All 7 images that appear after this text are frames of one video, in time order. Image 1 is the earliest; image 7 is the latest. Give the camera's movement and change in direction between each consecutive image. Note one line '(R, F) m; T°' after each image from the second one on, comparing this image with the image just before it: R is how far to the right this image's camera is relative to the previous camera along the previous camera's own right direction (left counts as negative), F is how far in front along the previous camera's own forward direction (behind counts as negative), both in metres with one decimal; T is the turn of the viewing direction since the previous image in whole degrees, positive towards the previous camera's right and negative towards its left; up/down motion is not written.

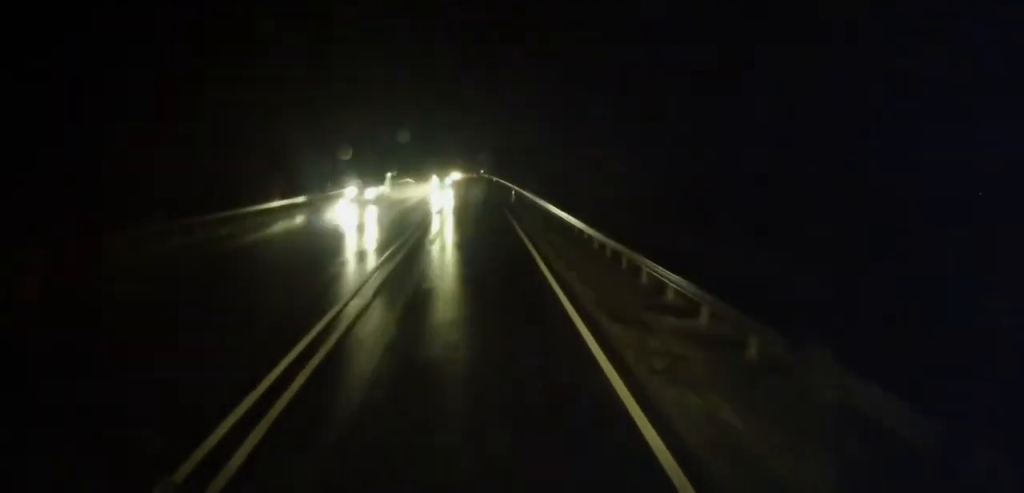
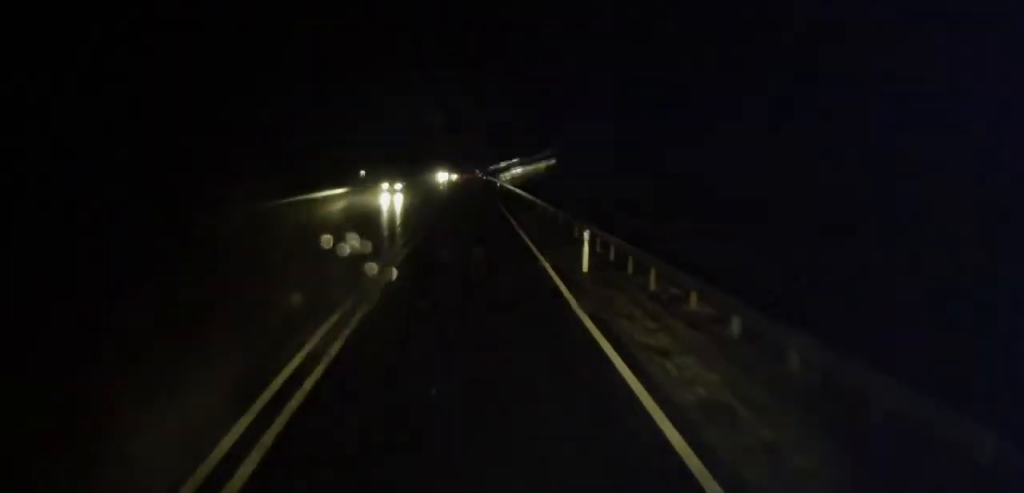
(-0.4, +28.1) m; -1°
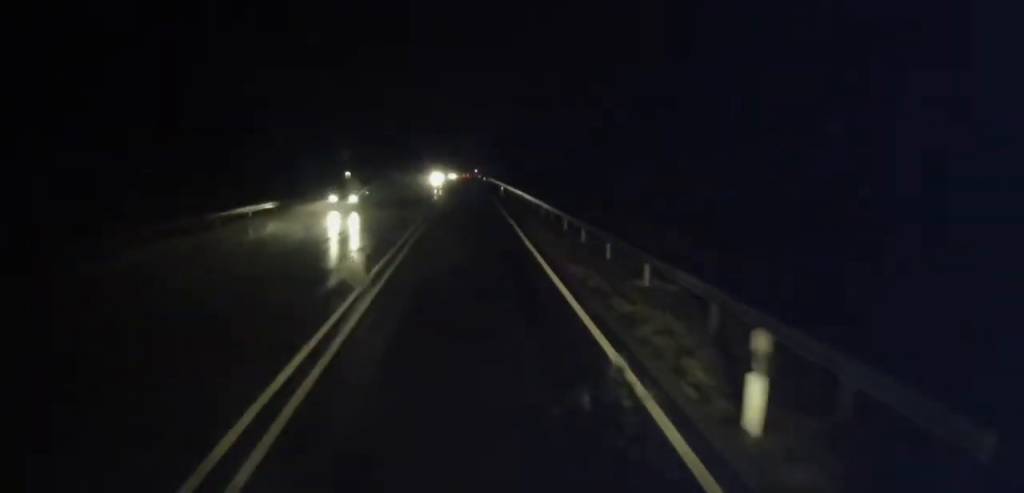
(0.0, +9.4) m; 0°
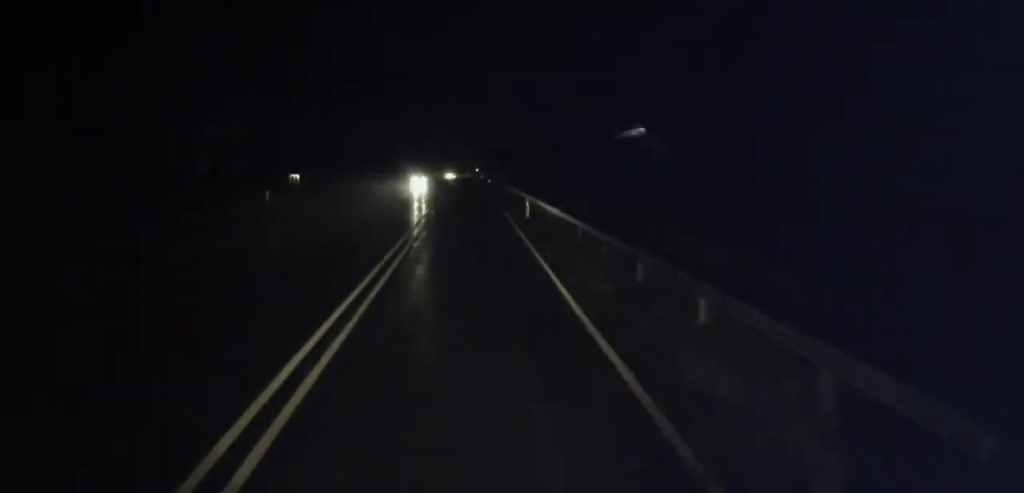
(+0.1, +23.2) m; 0°
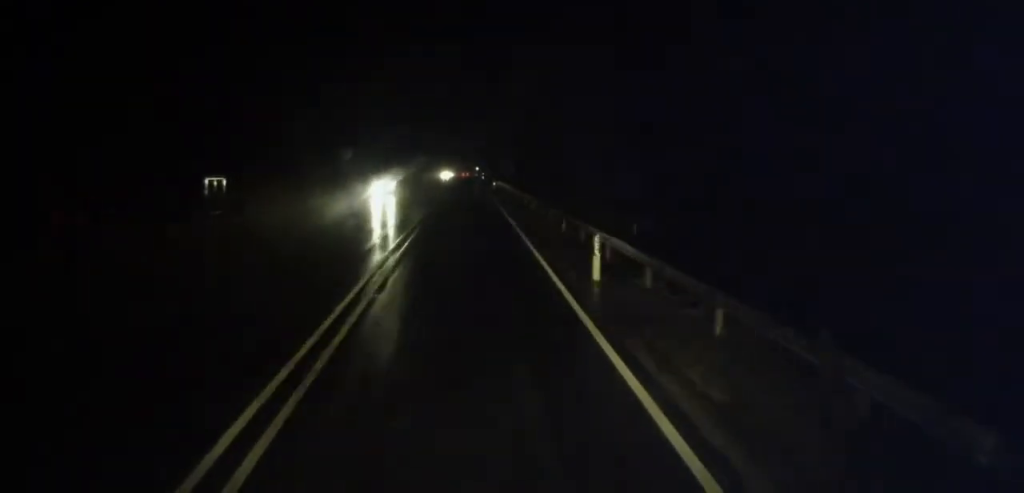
(0.0, +16.6) m; +1°
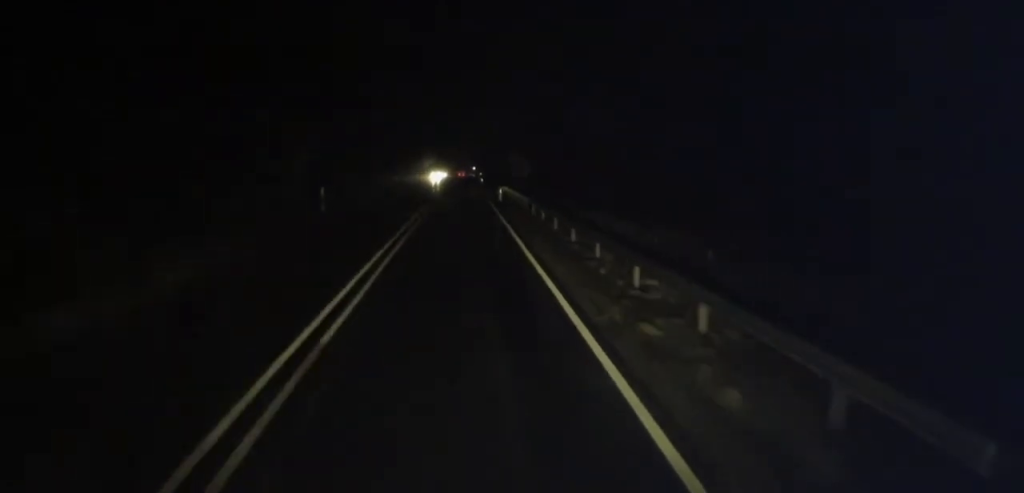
(+0.3, +19.7) m; 0°
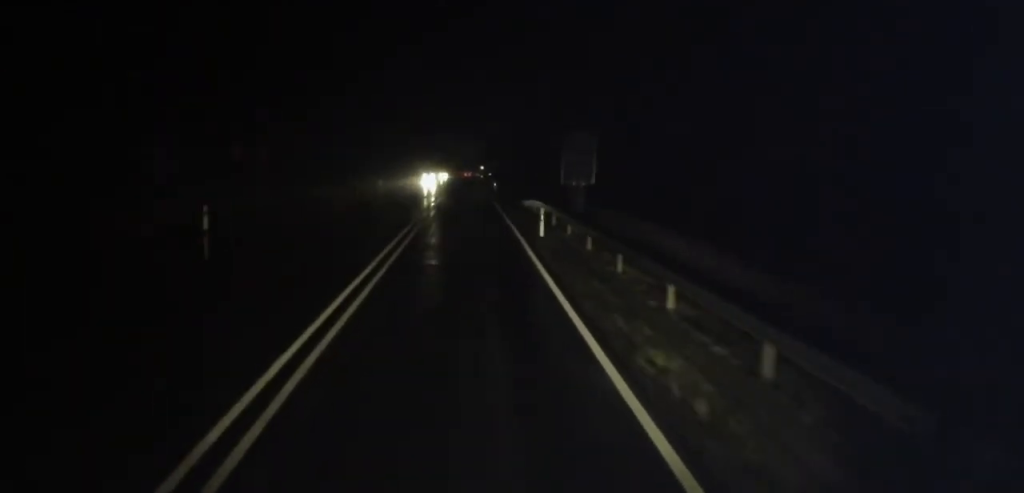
(-0.5, +22.2) m; -1°
